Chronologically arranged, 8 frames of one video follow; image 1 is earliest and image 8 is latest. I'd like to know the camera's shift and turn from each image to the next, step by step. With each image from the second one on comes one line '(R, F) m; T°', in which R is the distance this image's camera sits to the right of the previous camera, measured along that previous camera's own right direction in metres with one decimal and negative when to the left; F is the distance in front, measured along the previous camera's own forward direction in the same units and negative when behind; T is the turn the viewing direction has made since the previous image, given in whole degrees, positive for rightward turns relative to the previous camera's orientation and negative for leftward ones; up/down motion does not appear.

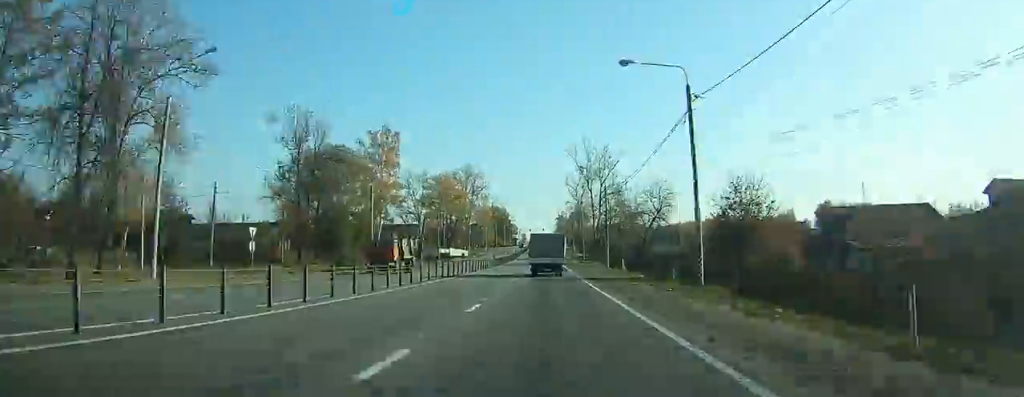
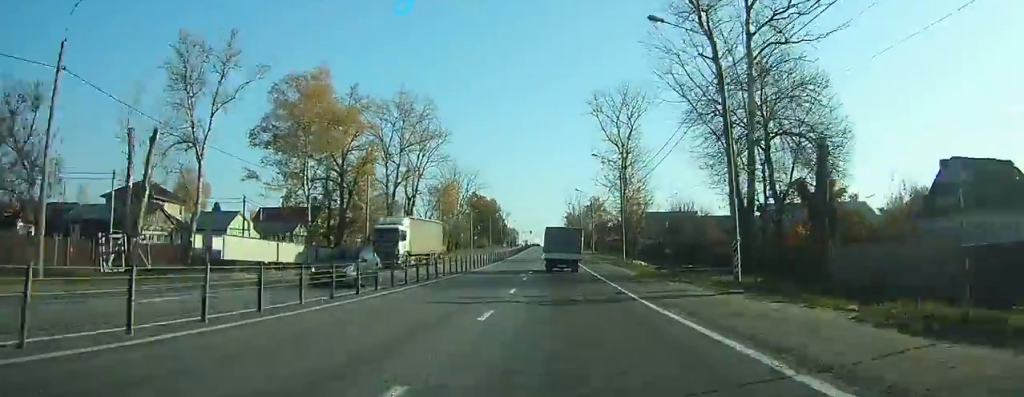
(+0.6, +80.9) m; +1°
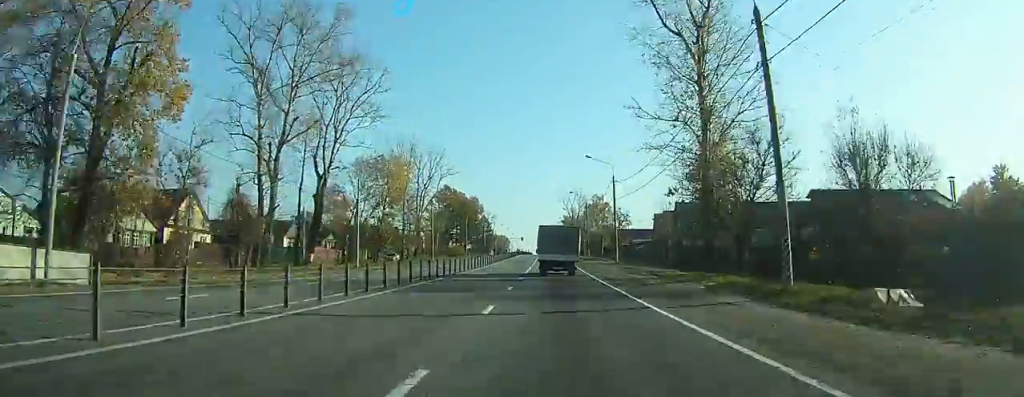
(+0.2, +37.7) m; 0°
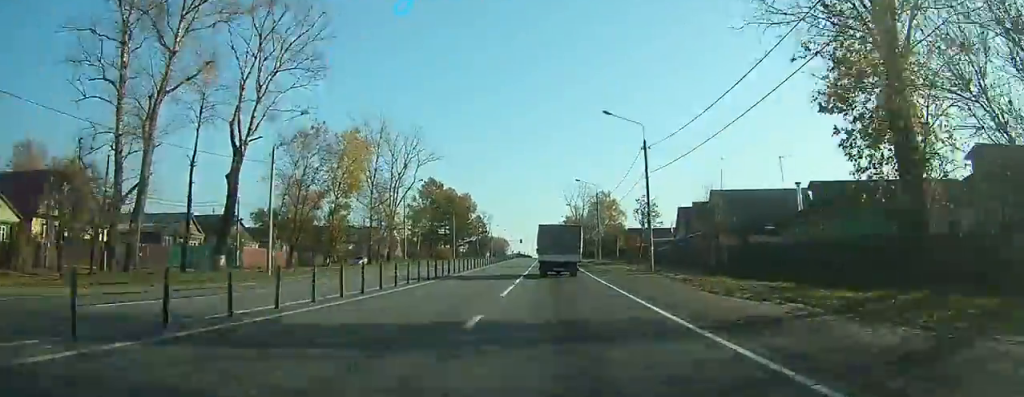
(-0.1, +17.7) m; 0°
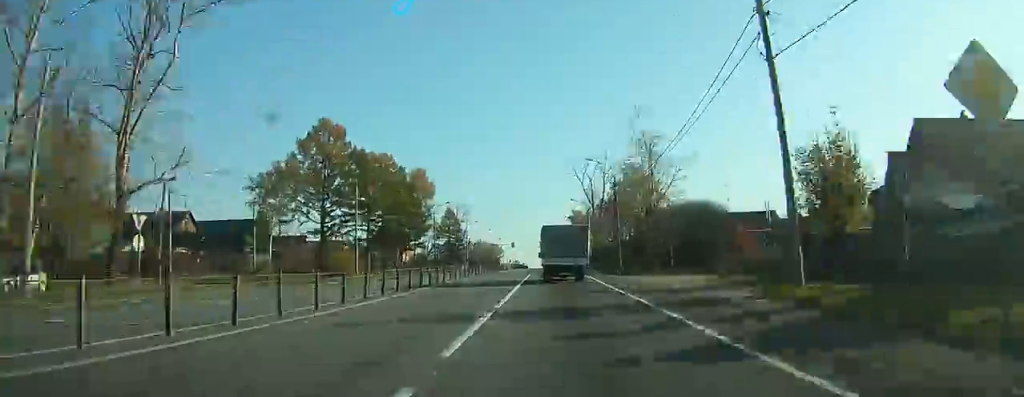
(-0.4, +58.1) m; 0°
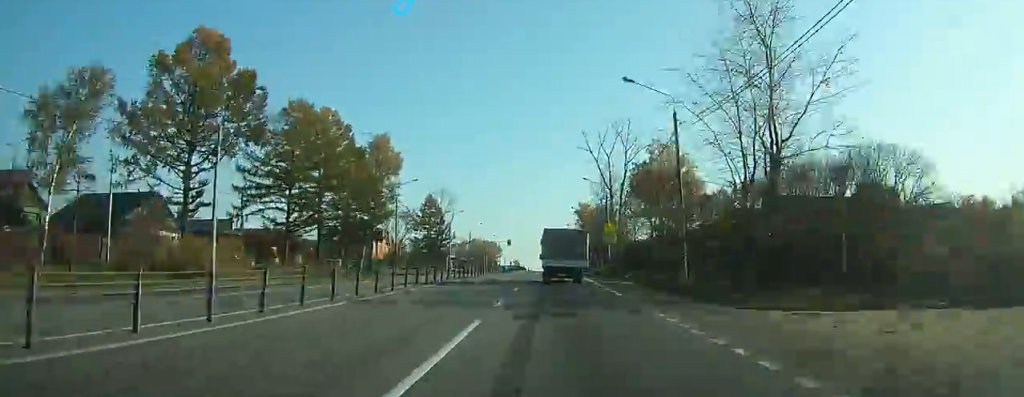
(+0.3, +25.3) m; +1°
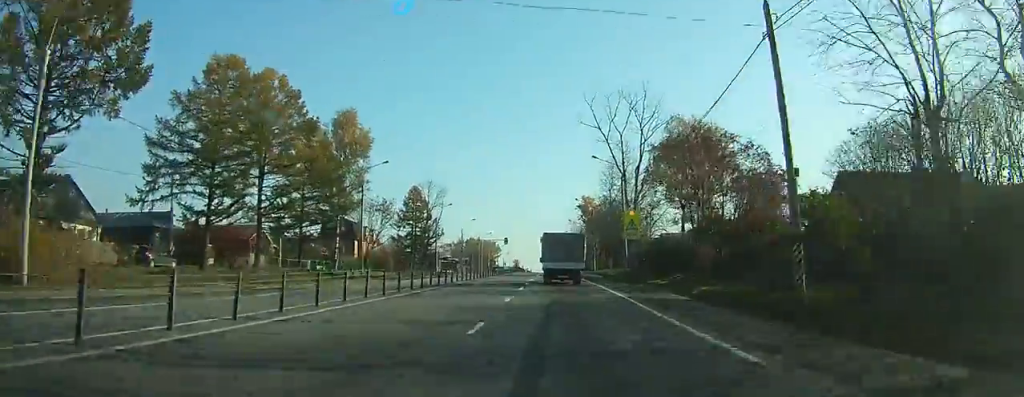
(0.0, +13.8) m; 0°
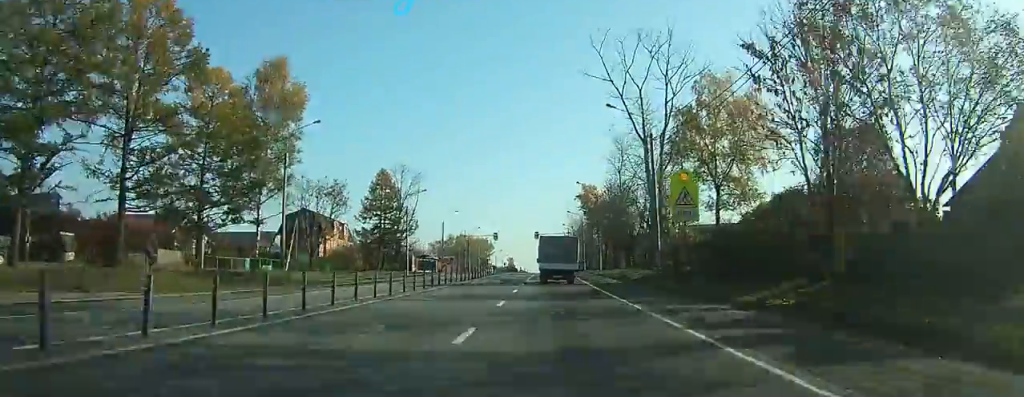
(0.0, +17.5) m; 0°
